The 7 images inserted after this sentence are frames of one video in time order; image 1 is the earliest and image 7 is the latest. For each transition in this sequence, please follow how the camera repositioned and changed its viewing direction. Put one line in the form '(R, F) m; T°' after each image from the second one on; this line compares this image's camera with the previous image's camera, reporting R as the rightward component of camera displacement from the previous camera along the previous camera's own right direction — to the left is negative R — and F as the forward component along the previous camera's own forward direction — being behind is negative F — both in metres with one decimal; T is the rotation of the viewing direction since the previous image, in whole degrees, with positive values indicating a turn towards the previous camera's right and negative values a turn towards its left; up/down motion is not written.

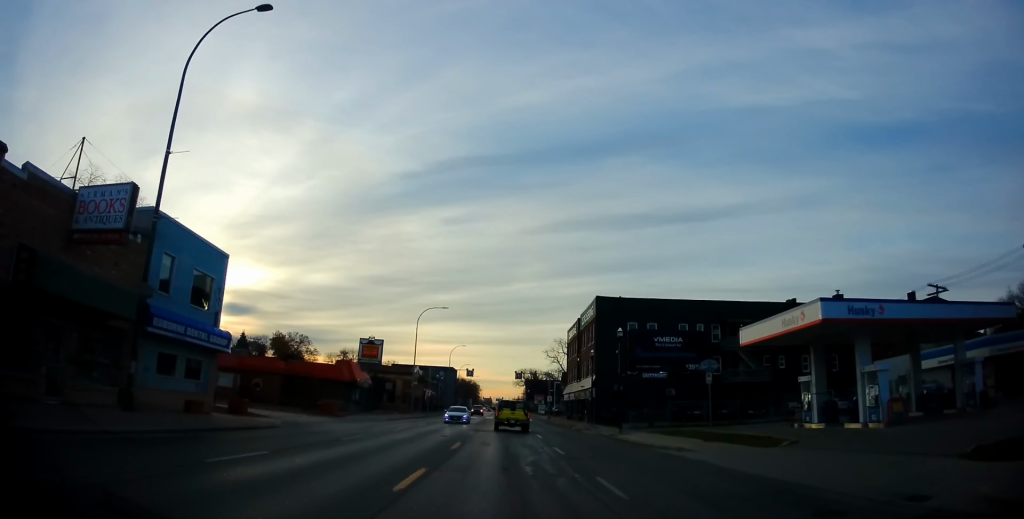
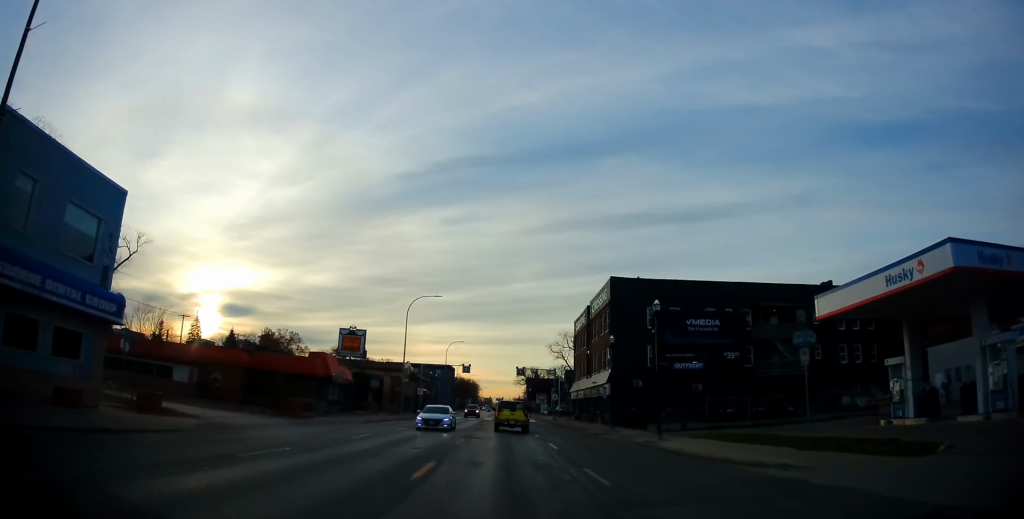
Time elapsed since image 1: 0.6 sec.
(+0.2, +7.6) m; 0°
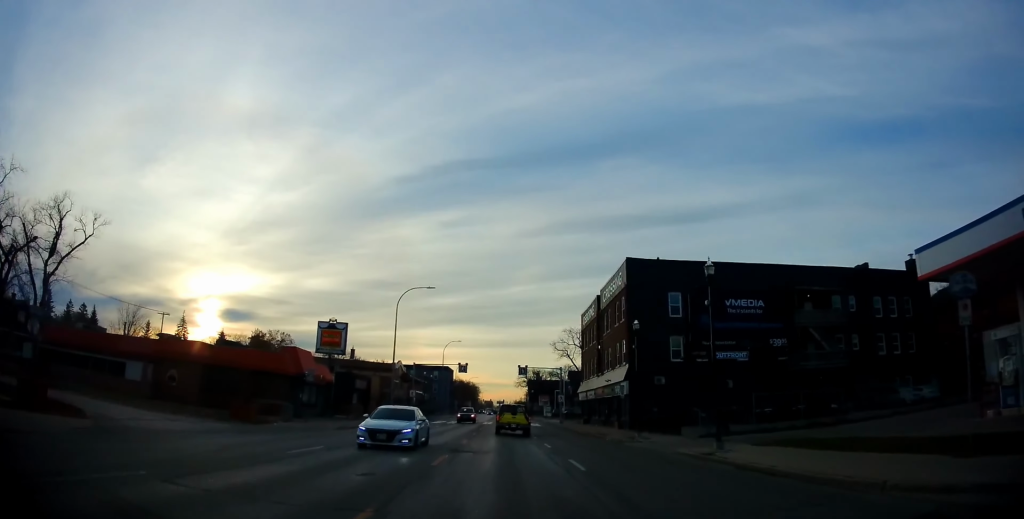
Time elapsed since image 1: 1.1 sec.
(0.0, +6.4) m; 0°
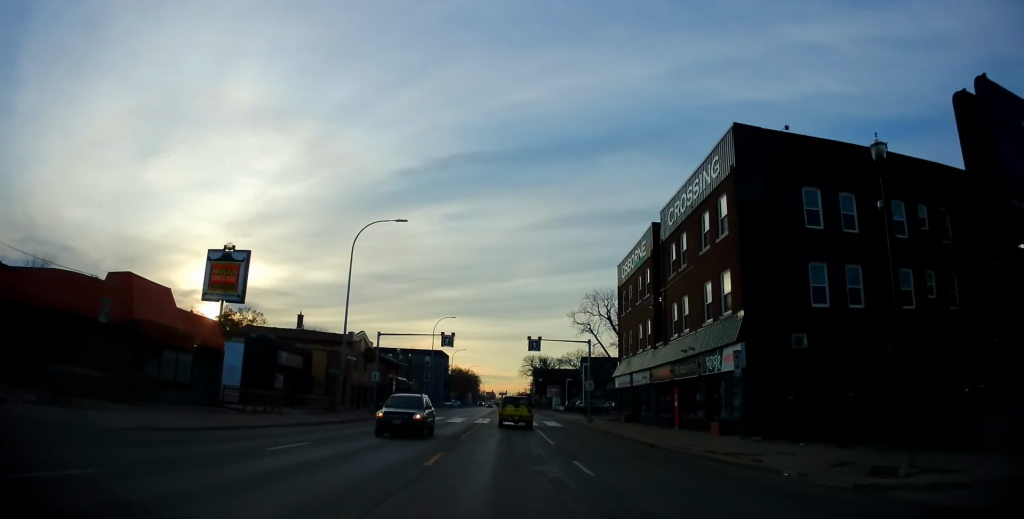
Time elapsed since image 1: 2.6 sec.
(+0.4, +19.0) m; +2°
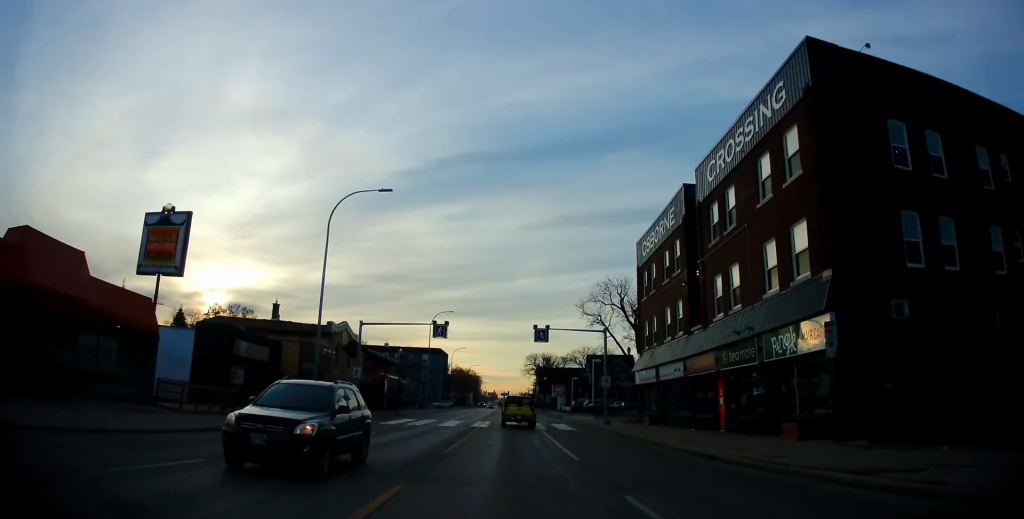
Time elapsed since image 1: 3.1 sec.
(0.0, +6.0) m; -1°
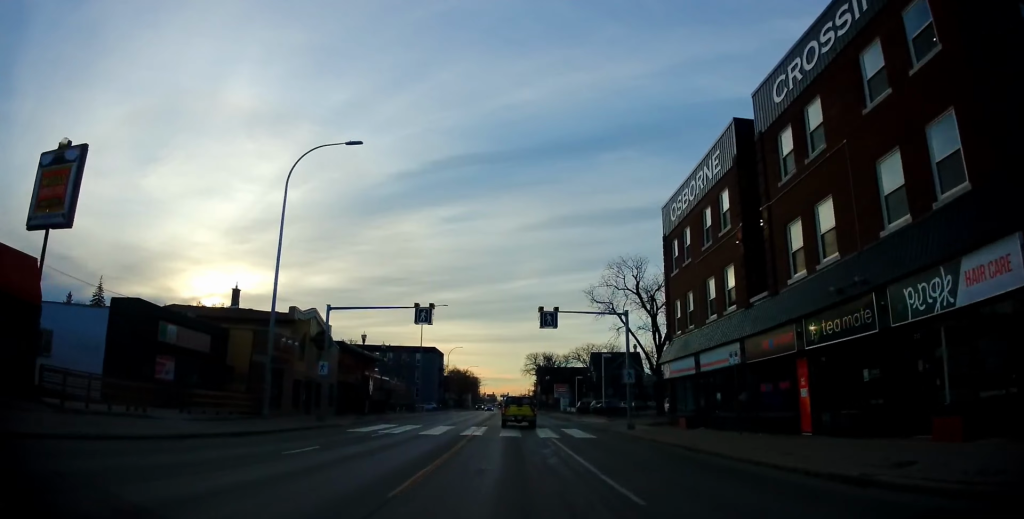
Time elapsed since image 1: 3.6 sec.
(-0.2, +7.0) m; -2°
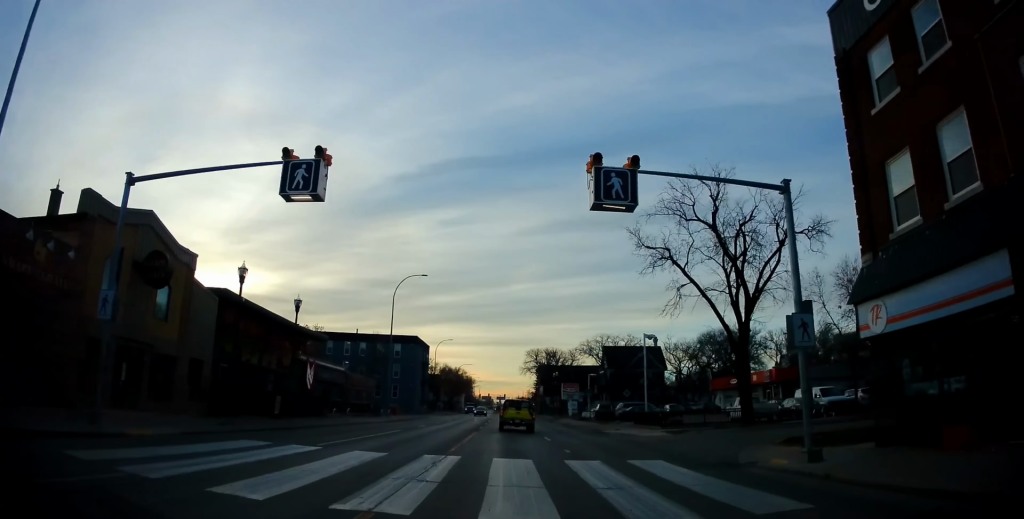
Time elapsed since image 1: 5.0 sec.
(-0.3, +18.2) m; 0°
